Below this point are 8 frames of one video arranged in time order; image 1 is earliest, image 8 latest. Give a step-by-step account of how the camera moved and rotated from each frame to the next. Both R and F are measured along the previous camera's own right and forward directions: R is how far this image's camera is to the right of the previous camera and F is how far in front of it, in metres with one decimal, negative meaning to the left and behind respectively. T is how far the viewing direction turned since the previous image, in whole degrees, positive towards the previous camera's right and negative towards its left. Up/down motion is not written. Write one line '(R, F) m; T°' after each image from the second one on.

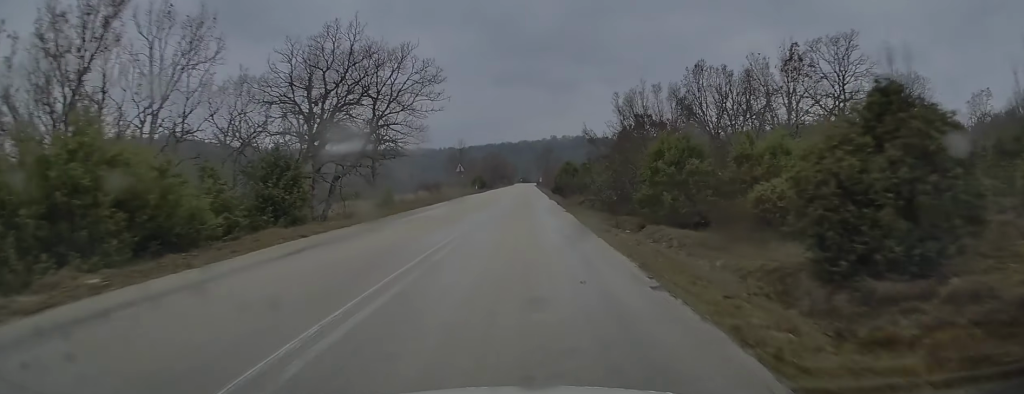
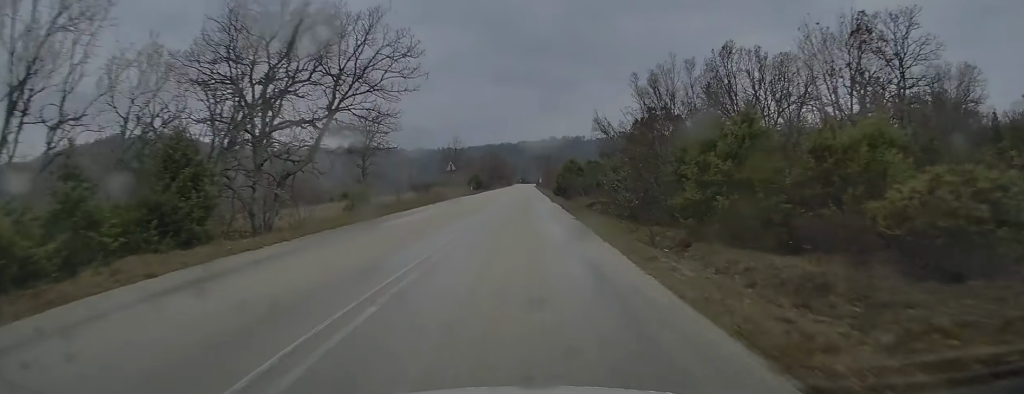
(0.0, +6.3) m; 0°
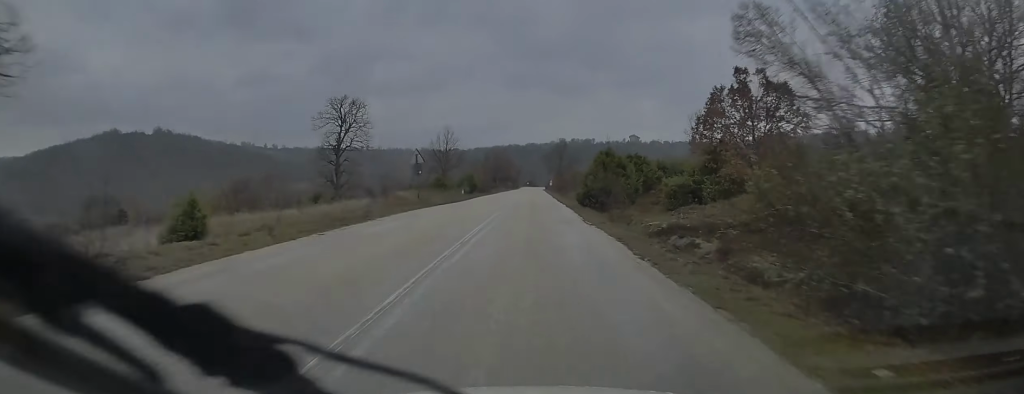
(-0.1, +19.3) m; -2°
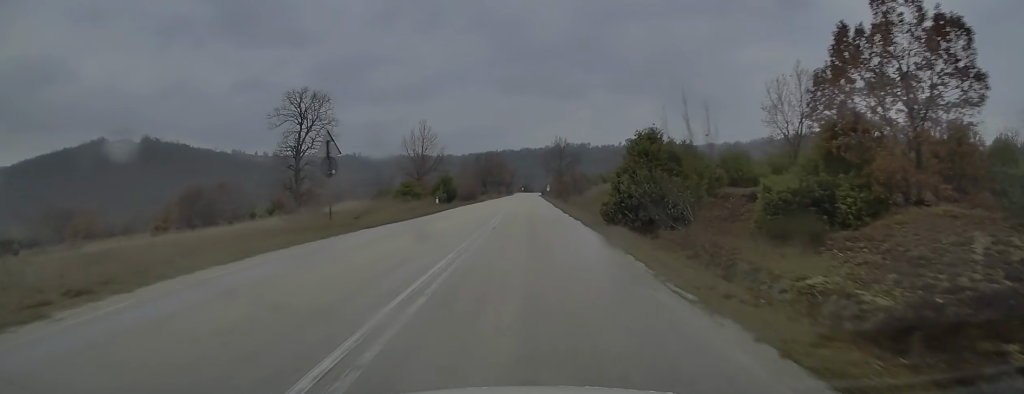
(-0.4, +13.9) m; 0°
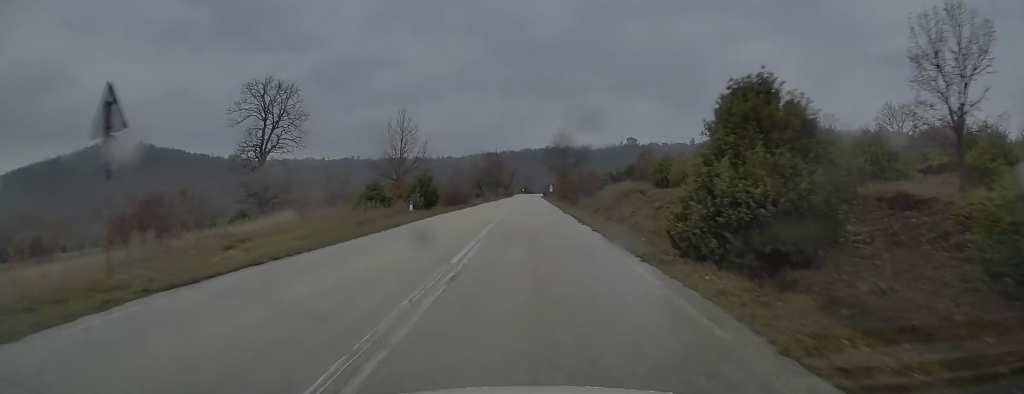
(+0.3, +10.5) m; 0°
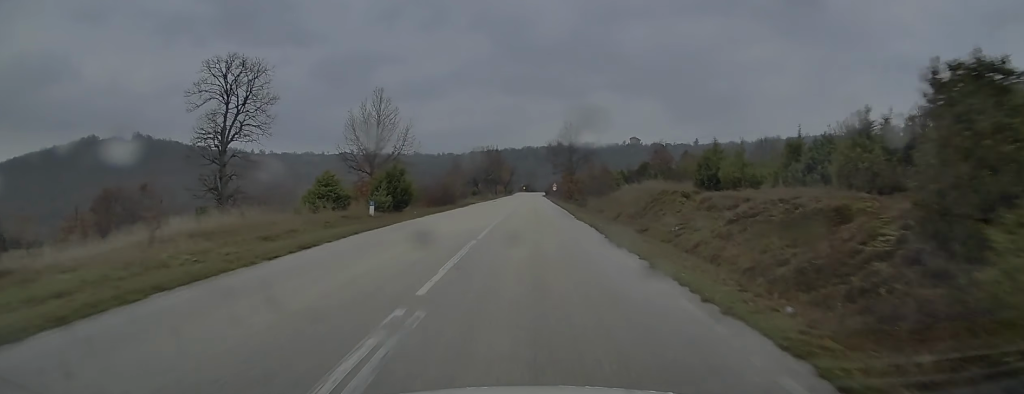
(0.0, +9.1) m; 0°
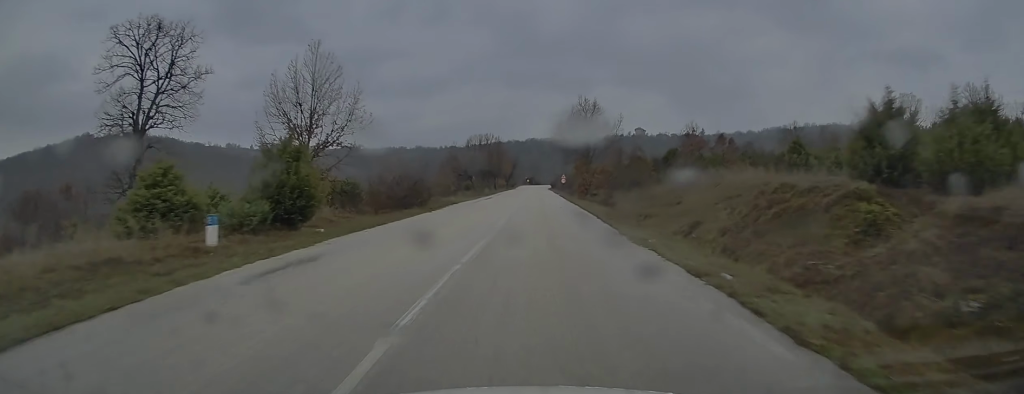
(-0.2, +14.0) m; 0°
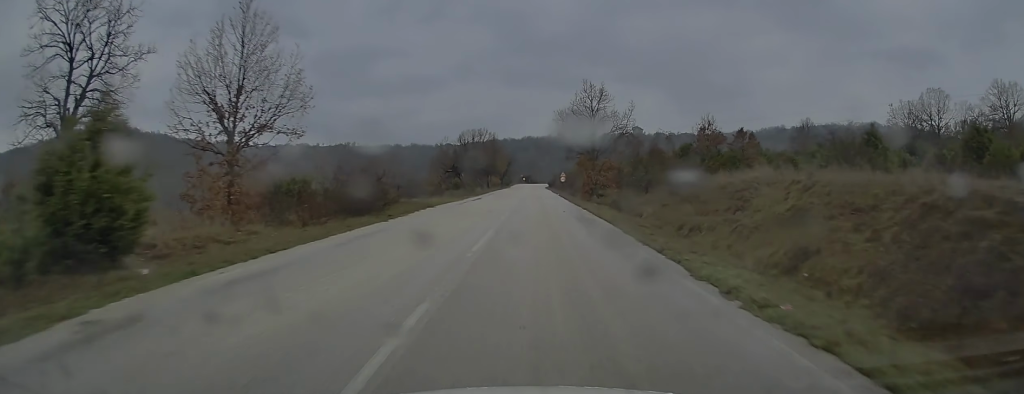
(0.0, +7.9) m; 0°
